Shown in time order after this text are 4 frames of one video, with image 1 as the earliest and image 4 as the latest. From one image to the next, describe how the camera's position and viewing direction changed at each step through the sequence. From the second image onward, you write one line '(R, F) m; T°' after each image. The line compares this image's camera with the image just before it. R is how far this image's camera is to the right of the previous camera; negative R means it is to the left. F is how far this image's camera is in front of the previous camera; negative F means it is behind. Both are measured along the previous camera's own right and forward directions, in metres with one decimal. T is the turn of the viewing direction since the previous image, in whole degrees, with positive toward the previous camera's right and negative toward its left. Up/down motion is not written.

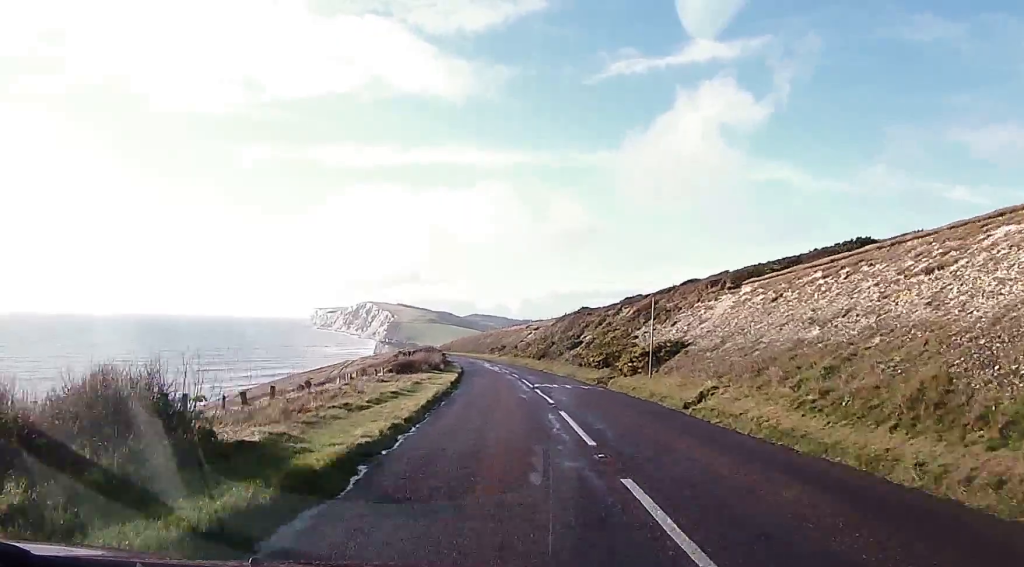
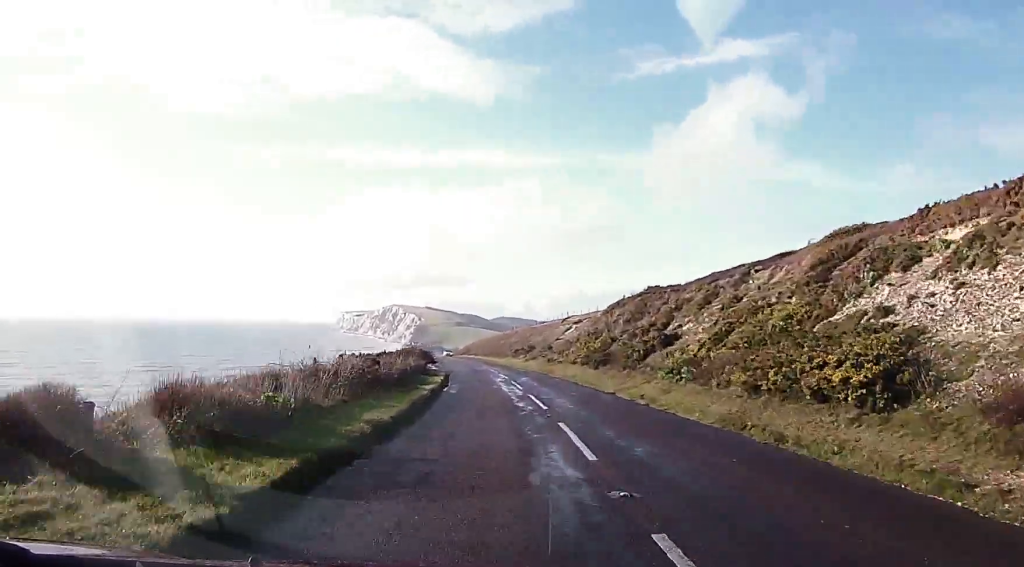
(-0.5, +27.4) m; -1°
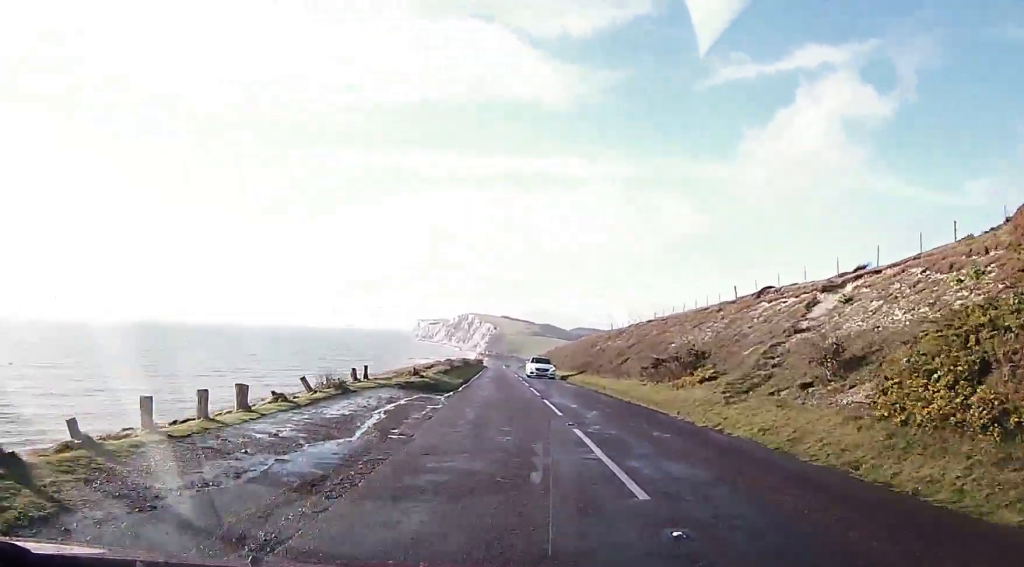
(-1.5, +42.9) m; -6°
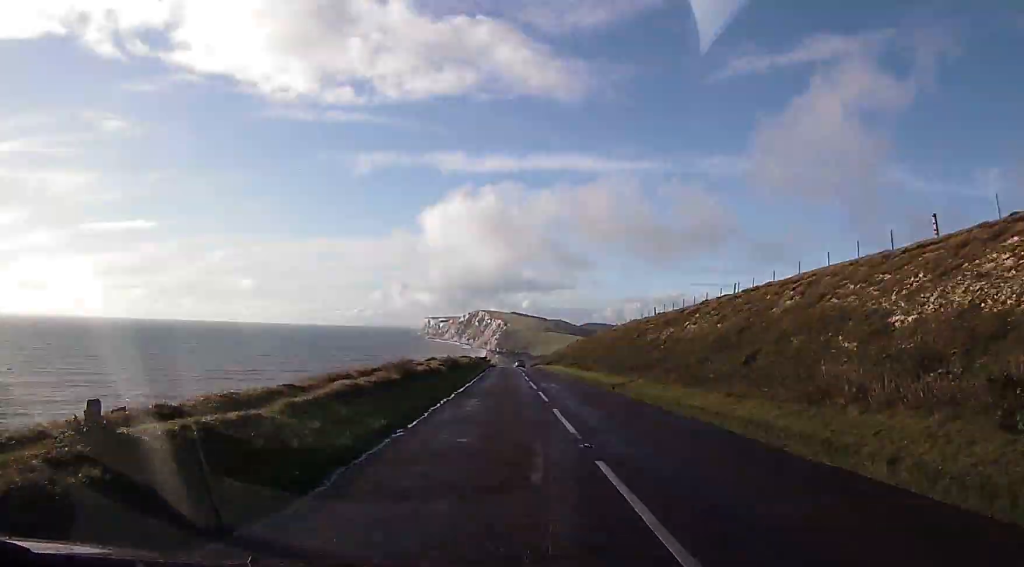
(-1.1, +21.4) m; -4°
